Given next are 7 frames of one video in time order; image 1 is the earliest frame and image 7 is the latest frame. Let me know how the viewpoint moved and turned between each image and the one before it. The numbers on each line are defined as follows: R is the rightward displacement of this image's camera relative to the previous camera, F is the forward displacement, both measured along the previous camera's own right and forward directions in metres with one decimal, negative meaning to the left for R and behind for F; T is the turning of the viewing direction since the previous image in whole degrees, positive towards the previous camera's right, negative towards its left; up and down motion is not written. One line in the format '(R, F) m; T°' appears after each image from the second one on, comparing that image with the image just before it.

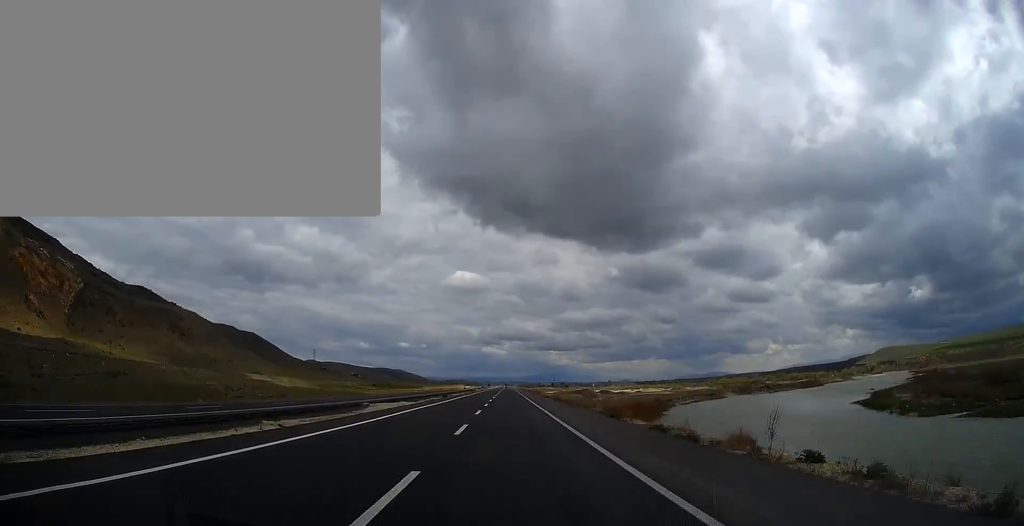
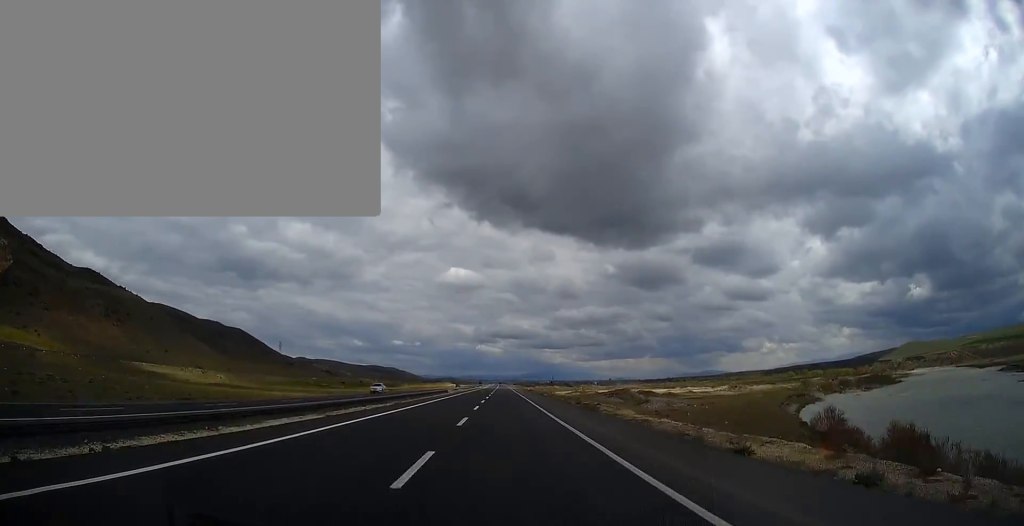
(+0.1, +82.5) m; 0°
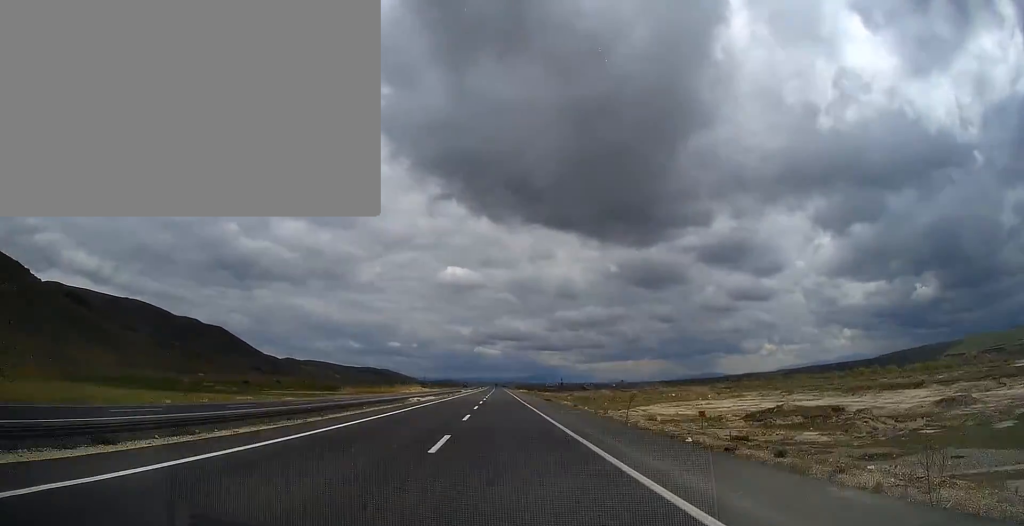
(-0.1, +164.0) m; 0°
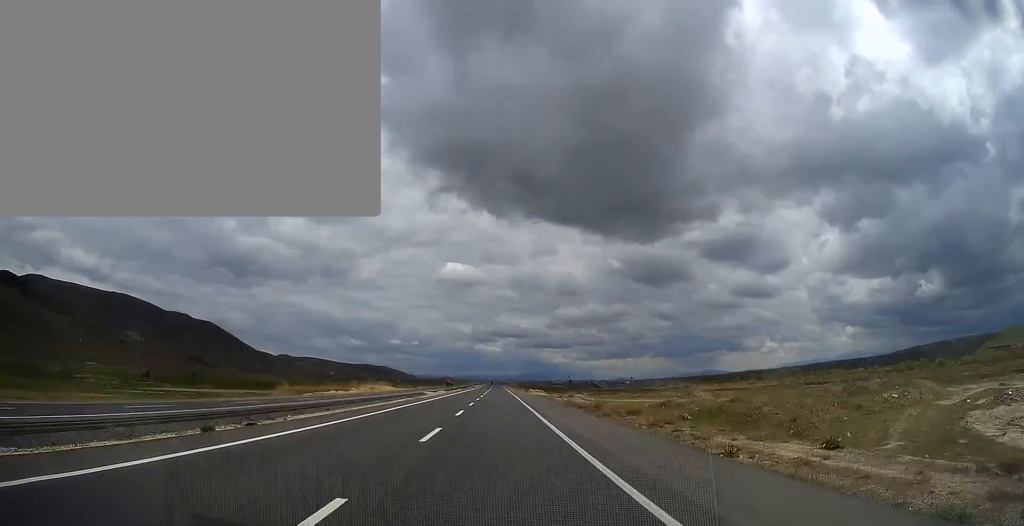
(0.0, +82.1) m; 0°
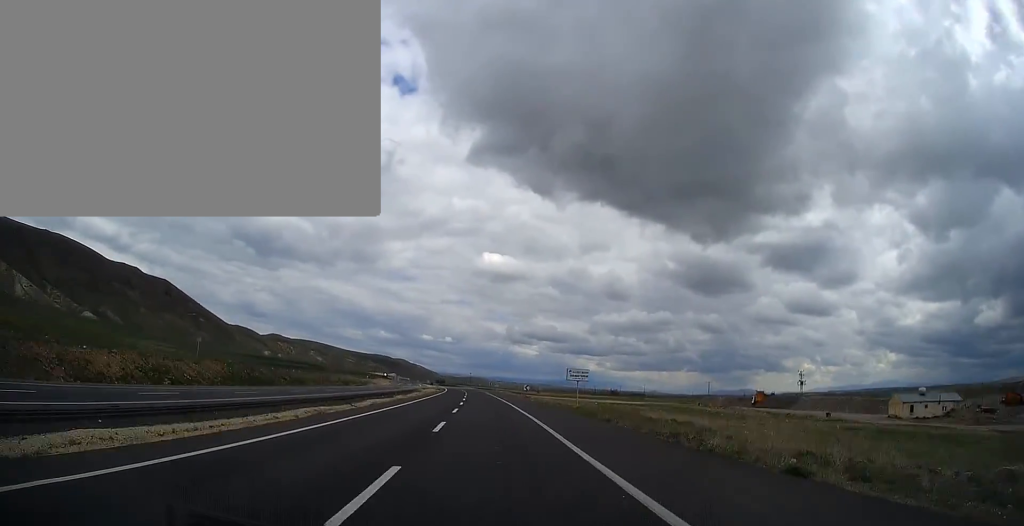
(-11.0, +515.8) m; -5°
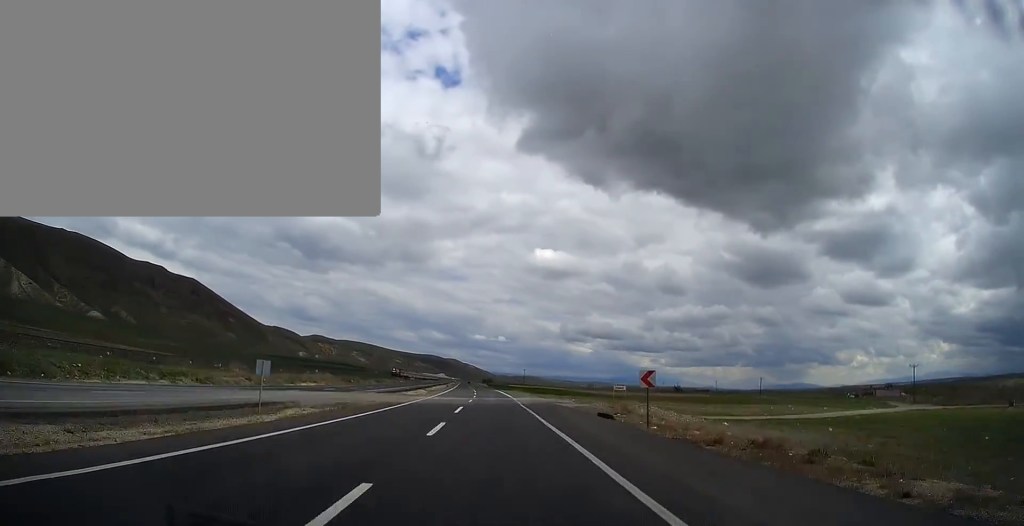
(-3.9, +116.1) m; -4°
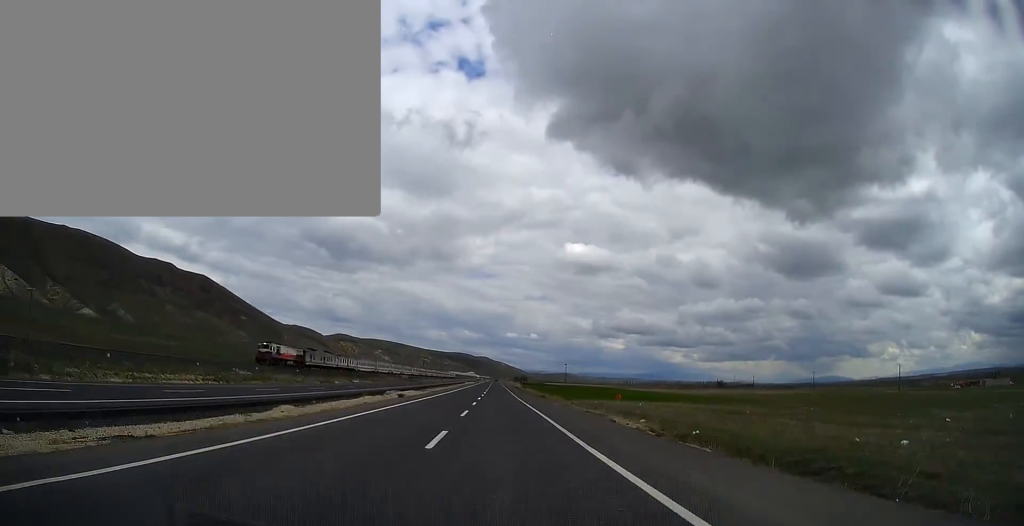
(-3.0, +98.2) m; -2°
